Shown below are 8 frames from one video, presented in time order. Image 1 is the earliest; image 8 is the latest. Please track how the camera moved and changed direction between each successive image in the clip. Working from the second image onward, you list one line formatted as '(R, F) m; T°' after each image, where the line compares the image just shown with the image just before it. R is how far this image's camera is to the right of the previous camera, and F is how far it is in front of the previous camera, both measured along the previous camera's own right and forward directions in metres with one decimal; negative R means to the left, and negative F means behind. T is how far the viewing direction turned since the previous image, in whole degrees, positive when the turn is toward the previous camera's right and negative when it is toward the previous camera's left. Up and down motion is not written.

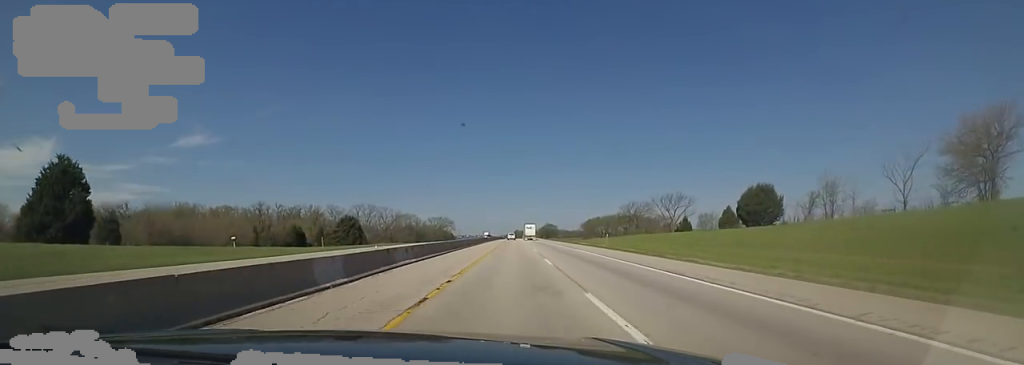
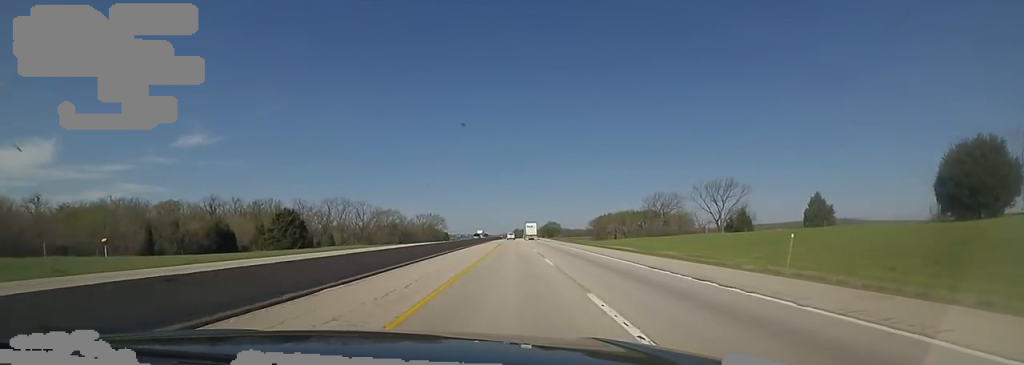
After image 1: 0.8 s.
(-0.7, +30.6) m; -2°
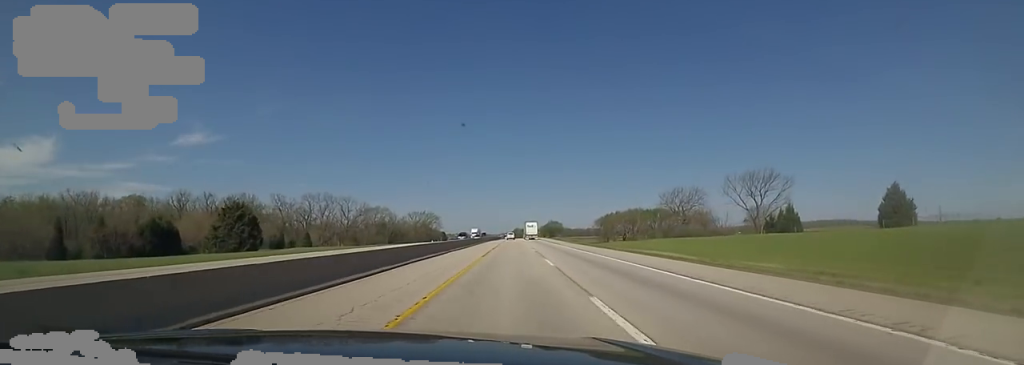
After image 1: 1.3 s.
(-0.2, +15.9) m; -1°
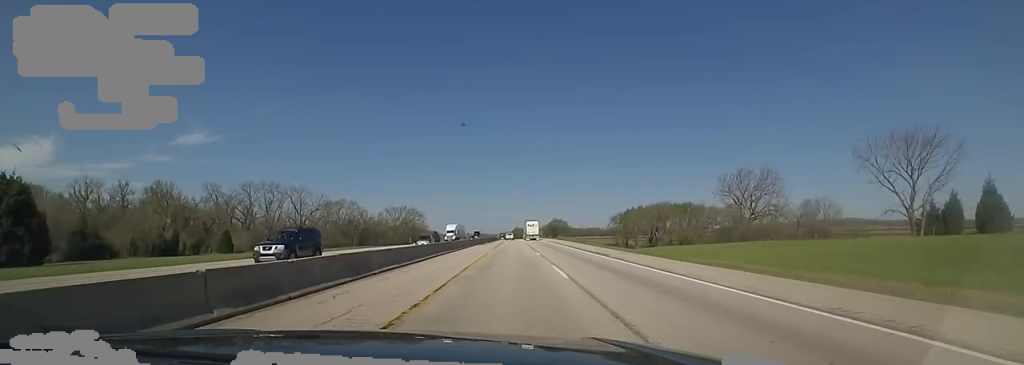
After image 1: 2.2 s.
(0.0, +35.5) m; 0°
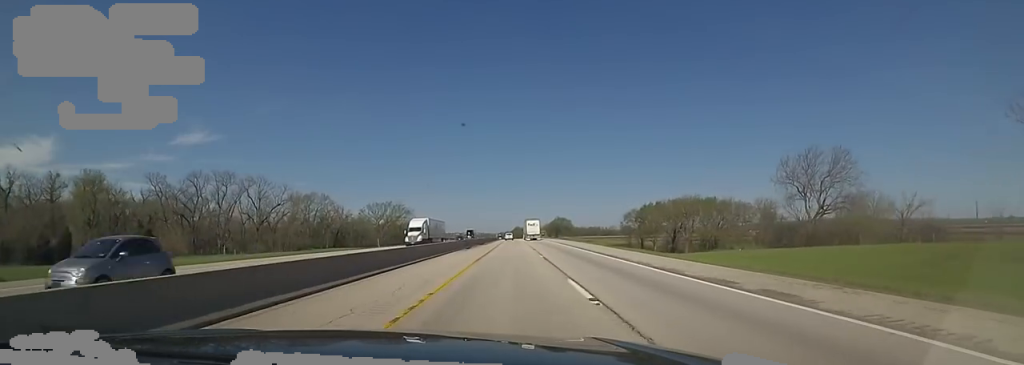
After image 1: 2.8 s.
(0.0, +20.8) m; 0°
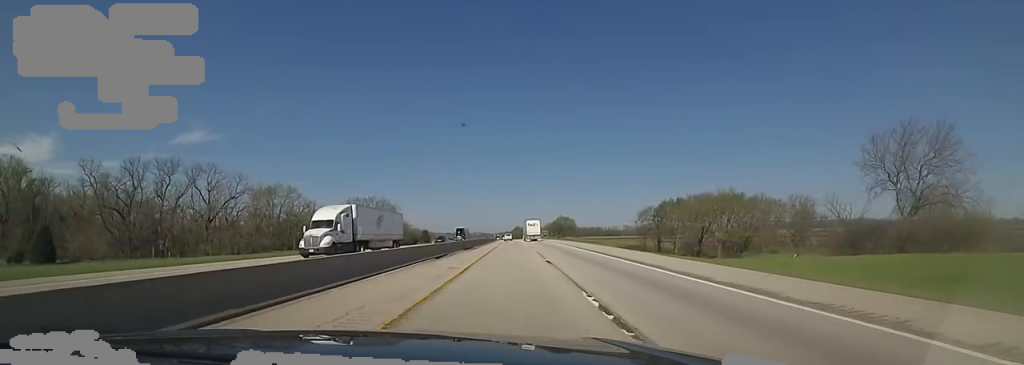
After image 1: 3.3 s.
(0.0, +18.4) m; 0°
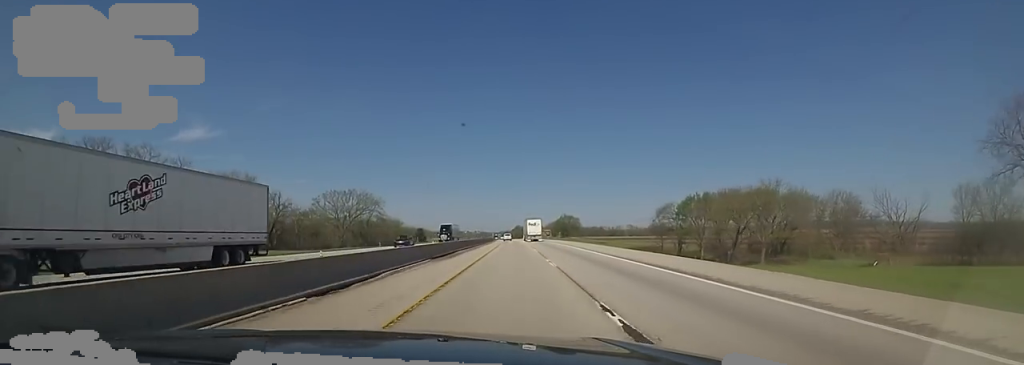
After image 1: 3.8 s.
(0.0, +17.2) m; 0°
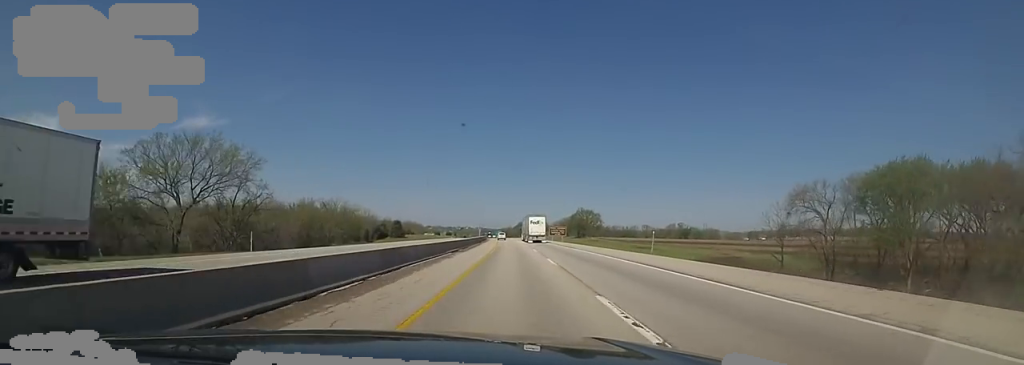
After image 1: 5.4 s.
(0.0, +60.0) m; 0°
